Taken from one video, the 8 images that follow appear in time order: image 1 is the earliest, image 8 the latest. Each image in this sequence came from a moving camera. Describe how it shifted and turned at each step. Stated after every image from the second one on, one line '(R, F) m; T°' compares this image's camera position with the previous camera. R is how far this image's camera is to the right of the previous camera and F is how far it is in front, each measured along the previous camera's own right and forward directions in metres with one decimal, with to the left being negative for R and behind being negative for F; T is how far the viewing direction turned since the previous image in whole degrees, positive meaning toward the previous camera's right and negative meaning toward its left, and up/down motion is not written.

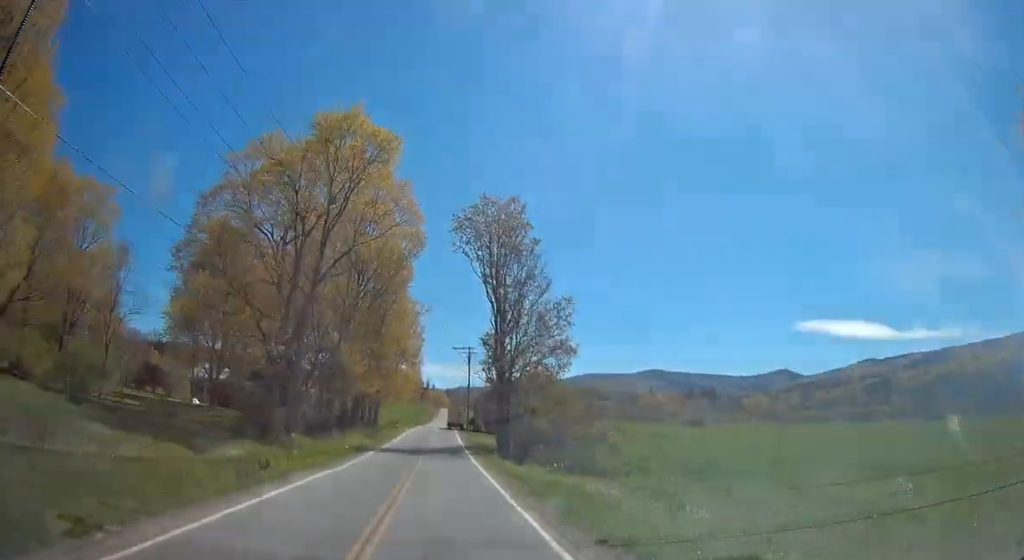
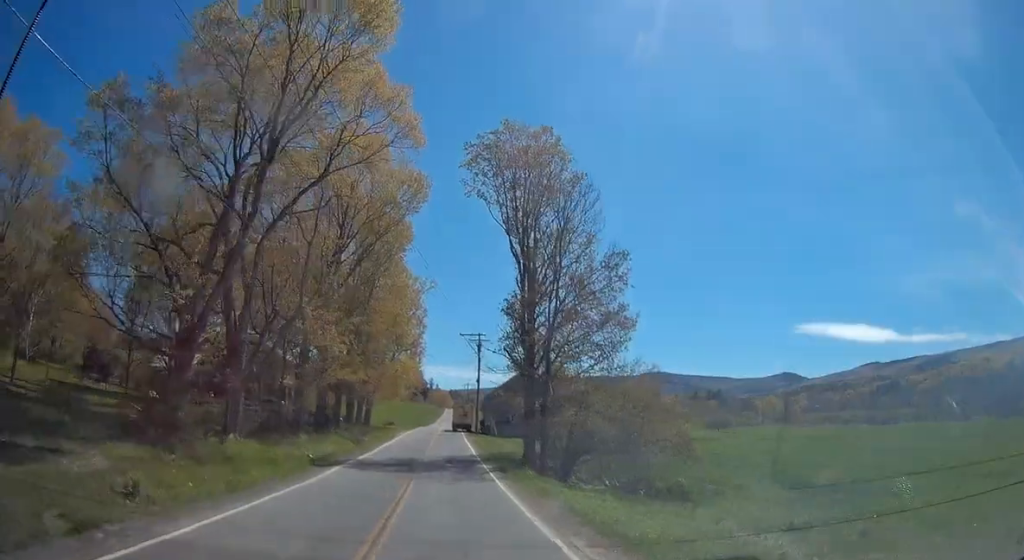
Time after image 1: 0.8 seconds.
(0.0, +13.9) m; 0°
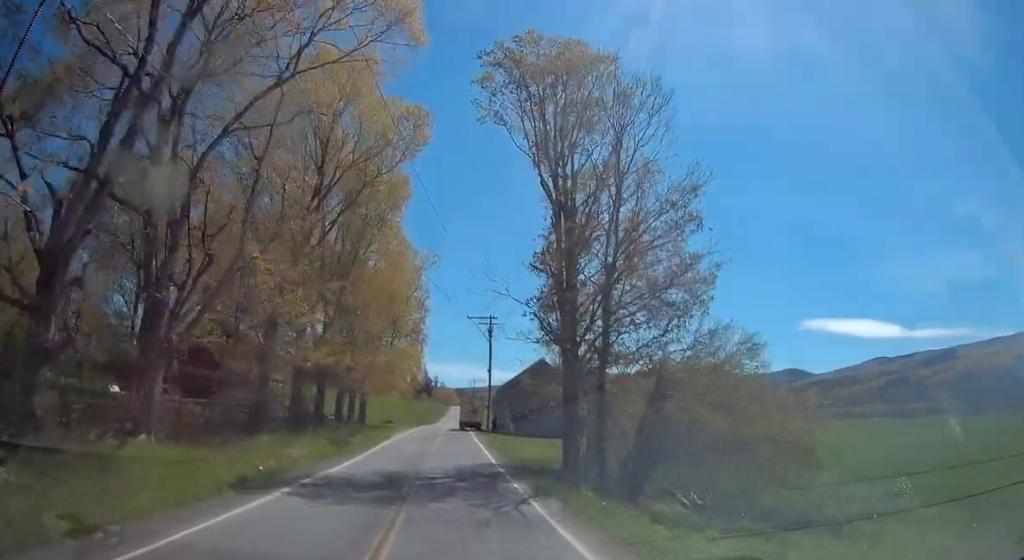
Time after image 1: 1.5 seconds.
(+0.1, +10.3) m; -1°
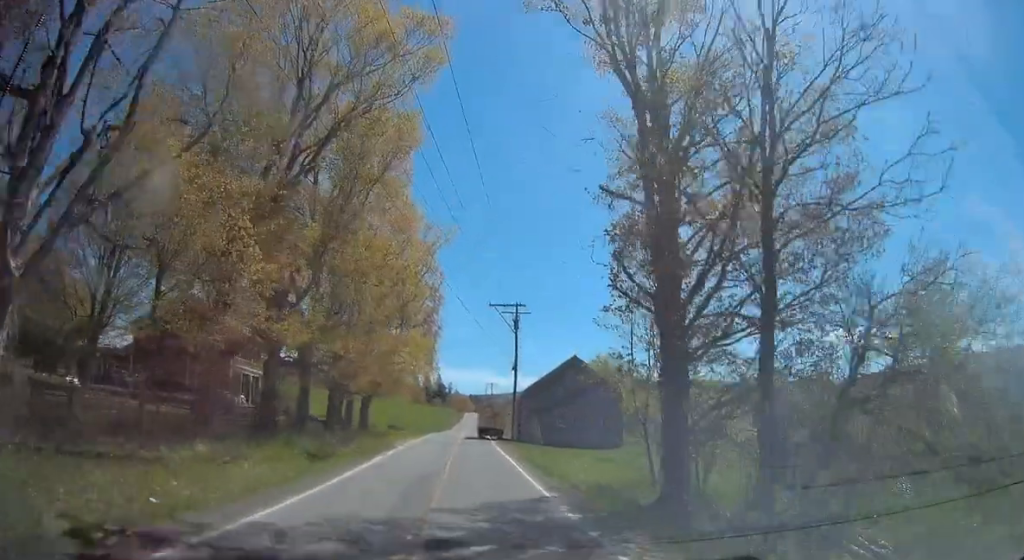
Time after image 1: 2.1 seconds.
(-0.3, +9.9) m; -1°
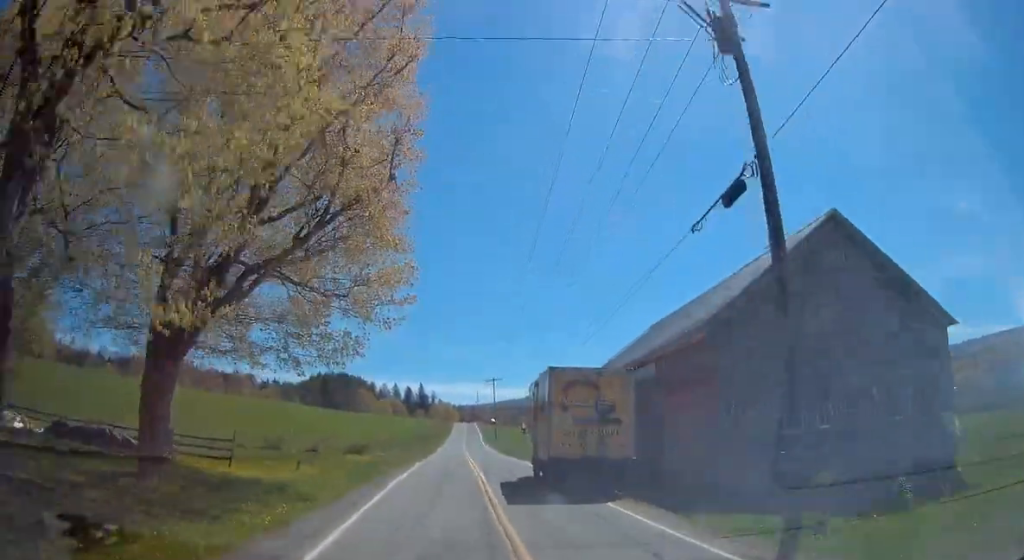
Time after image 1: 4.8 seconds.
(+0.6, +41.7) m; +3°
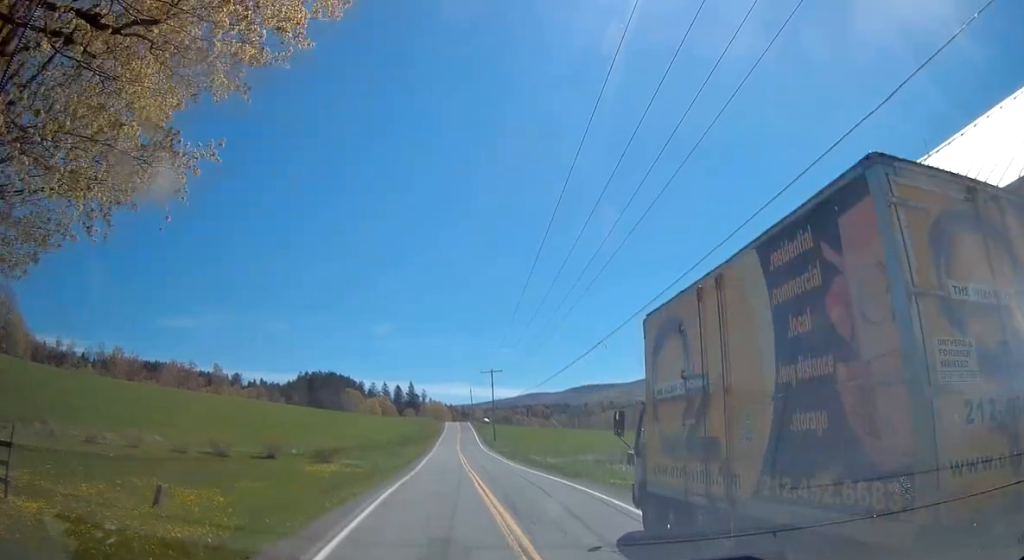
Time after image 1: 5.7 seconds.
(0.0, +13.9) m; 0°
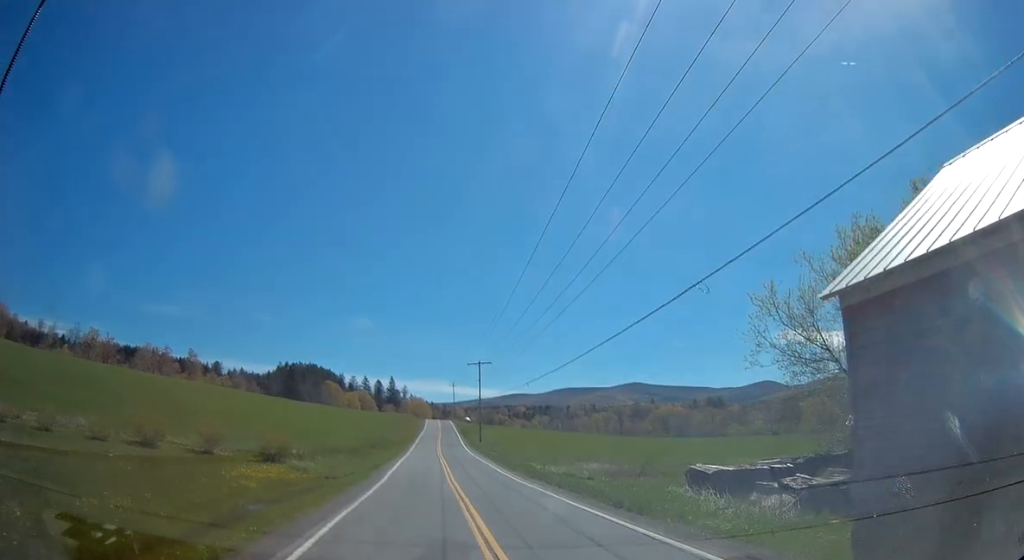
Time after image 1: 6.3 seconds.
(-0.1, +10.0) m; +1°
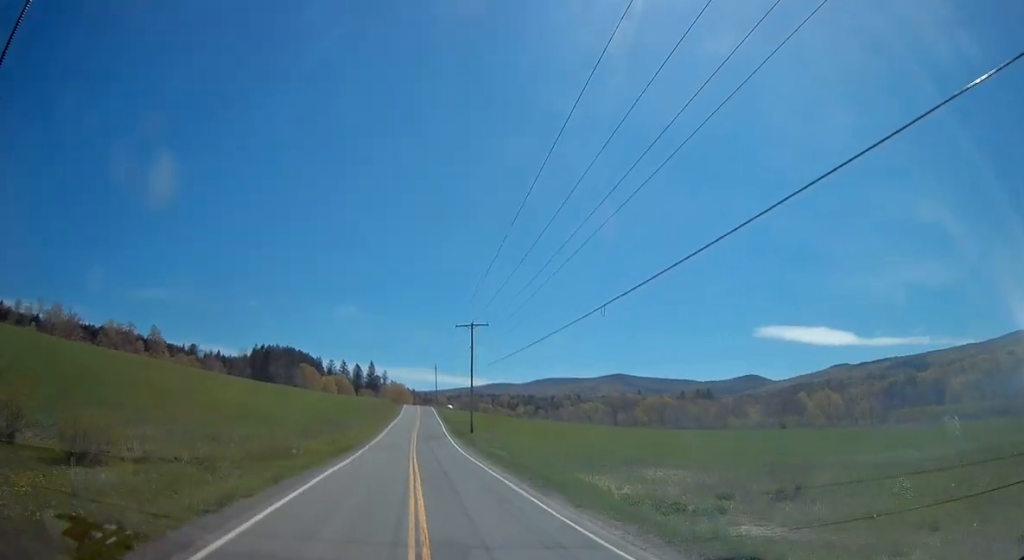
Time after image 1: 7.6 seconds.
(+0.4, +20.6) m; +2°
